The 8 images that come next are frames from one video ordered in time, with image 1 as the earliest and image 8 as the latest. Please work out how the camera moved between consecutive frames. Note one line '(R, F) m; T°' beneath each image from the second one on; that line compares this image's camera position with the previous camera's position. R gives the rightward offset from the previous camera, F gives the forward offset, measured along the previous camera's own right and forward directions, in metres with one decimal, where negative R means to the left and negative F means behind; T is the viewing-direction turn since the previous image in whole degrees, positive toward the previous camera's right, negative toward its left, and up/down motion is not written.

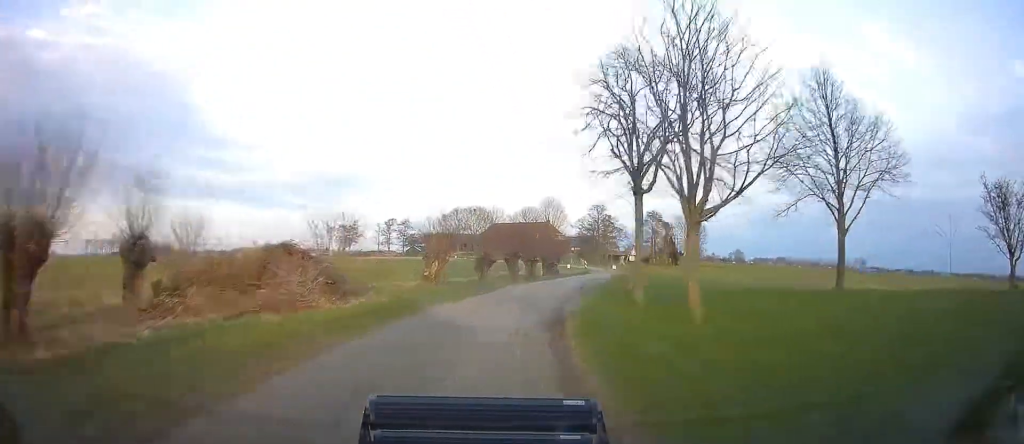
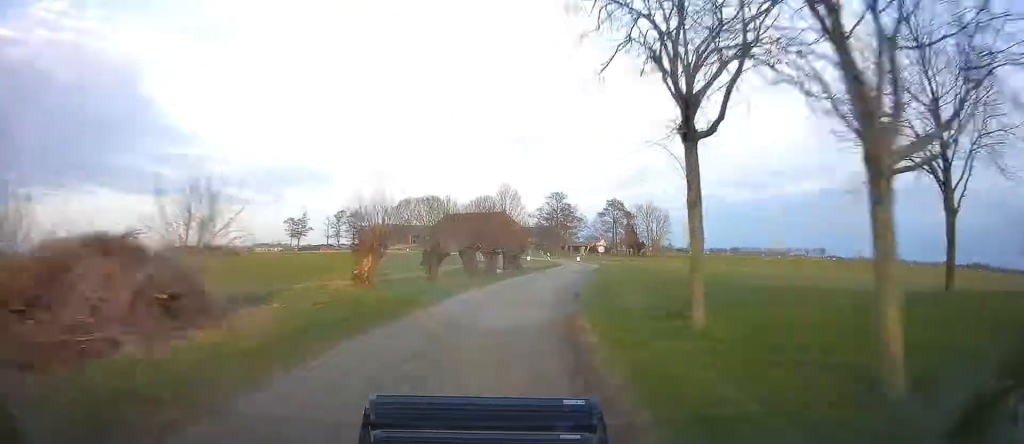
(+0.7, +8.2) m; +5°
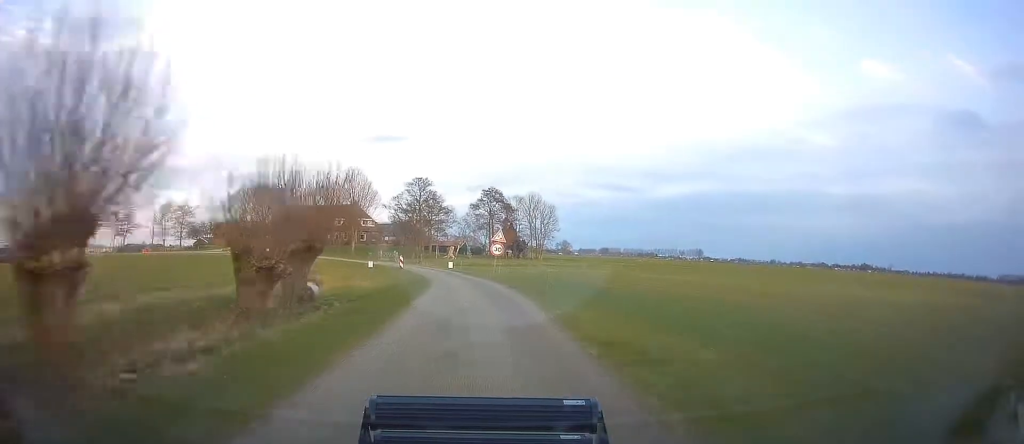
(+3.6, +30.5) m; +10°
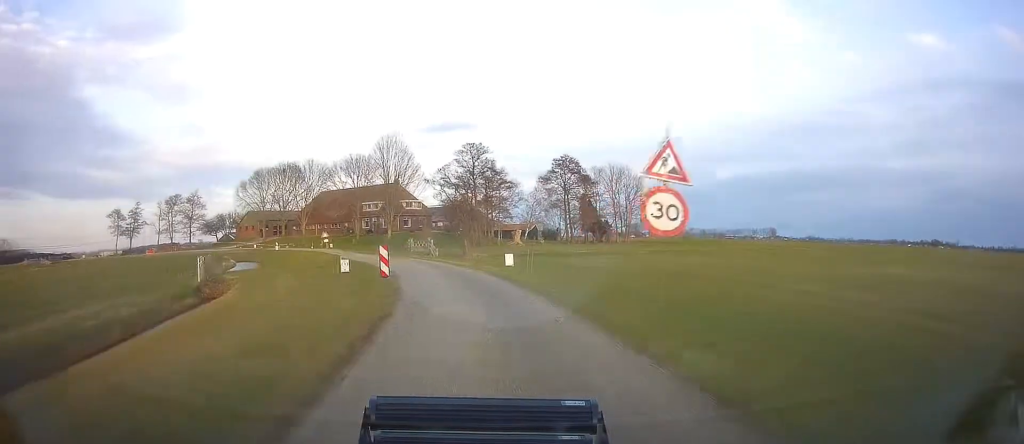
(+0.2, +26.2) m; -6°
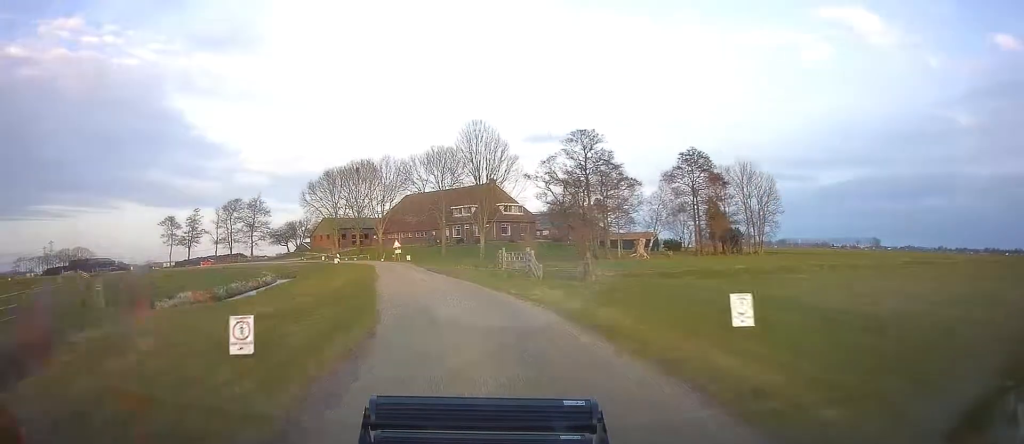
(-1.7, +18.1) m; -8°
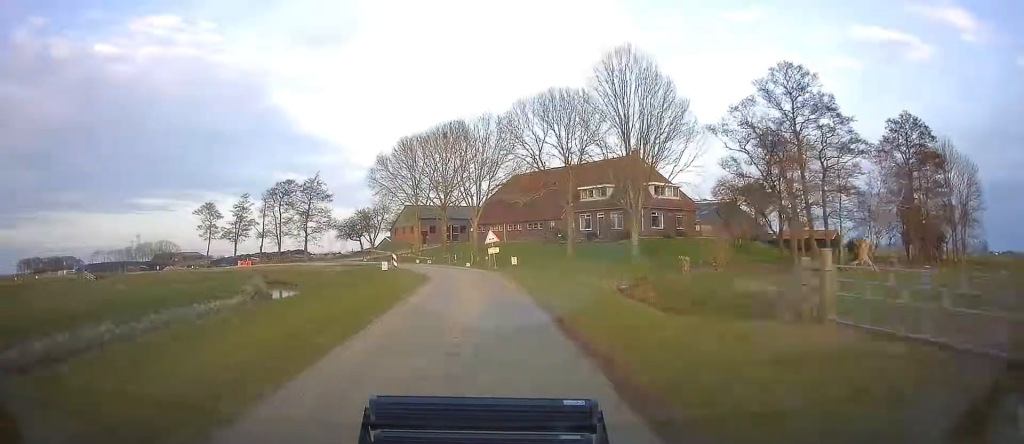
(-2.3, +27.4) m; -9°
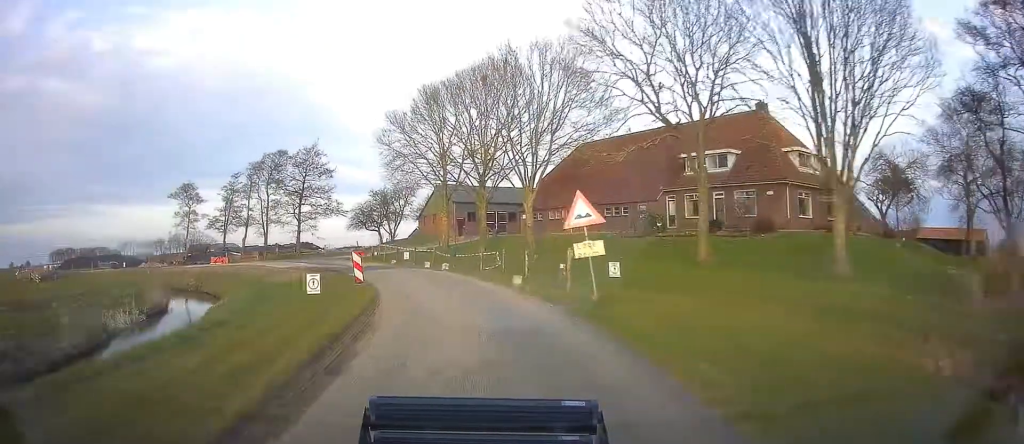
(-1.4, +21.6) m; -7°
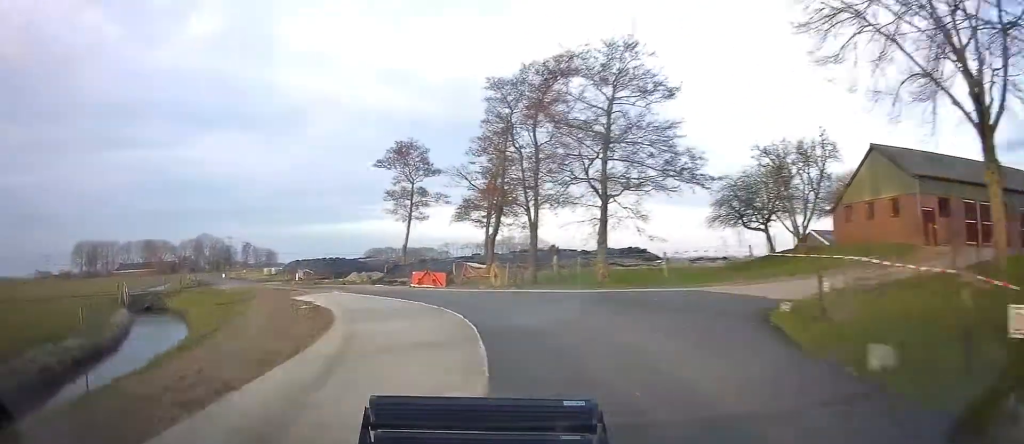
(-8.6, +36.0) m; -32°
